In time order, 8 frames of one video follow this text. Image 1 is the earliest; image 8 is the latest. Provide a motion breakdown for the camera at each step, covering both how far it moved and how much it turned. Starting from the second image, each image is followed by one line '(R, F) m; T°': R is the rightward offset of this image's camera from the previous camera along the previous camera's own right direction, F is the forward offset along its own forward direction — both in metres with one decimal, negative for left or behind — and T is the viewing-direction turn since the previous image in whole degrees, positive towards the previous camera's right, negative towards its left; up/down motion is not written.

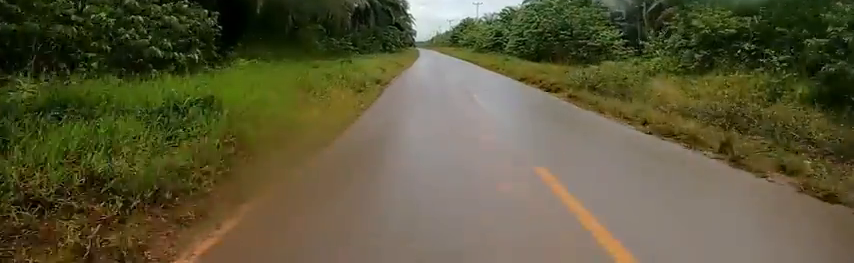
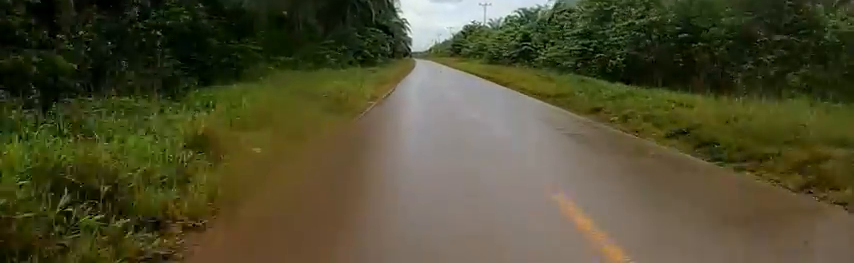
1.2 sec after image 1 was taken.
(+0.4, +16.8) m; +3°
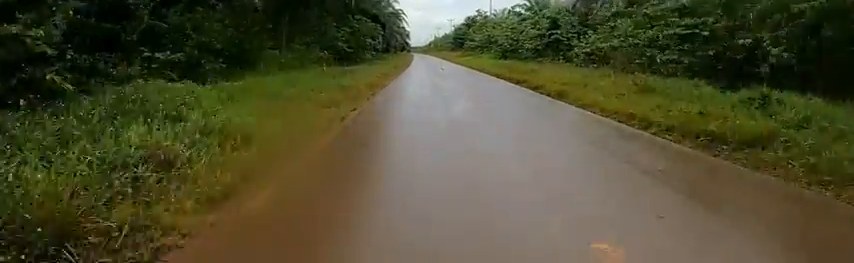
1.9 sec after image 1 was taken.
(+0.1, +9.4) m; 0°
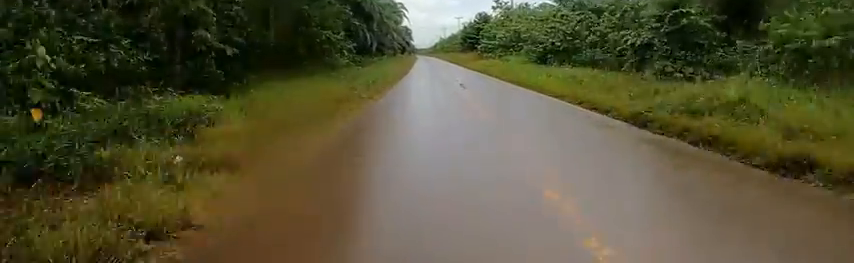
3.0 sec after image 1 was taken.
(-0.1, +14.4) m; -1°
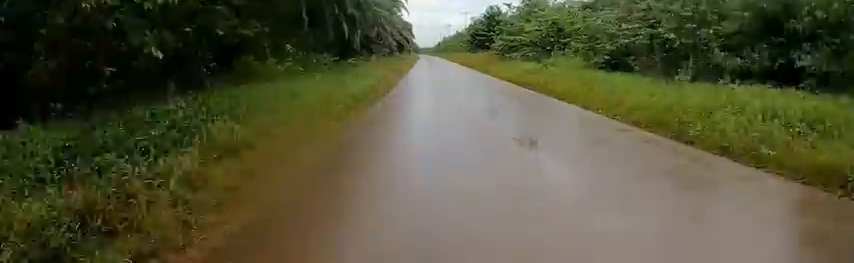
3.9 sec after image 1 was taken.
(0.0, +12.7) m; 0°
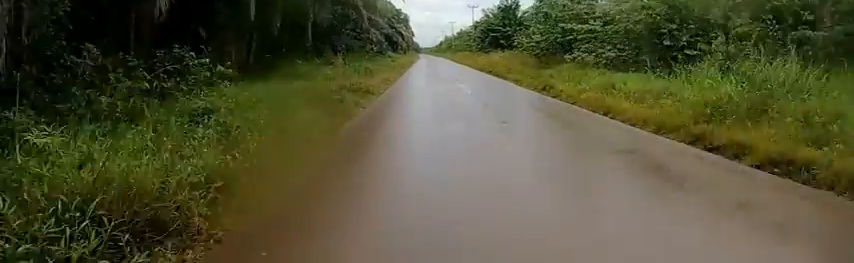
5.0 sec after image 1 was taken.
(0.0, +14.9) m; 0°
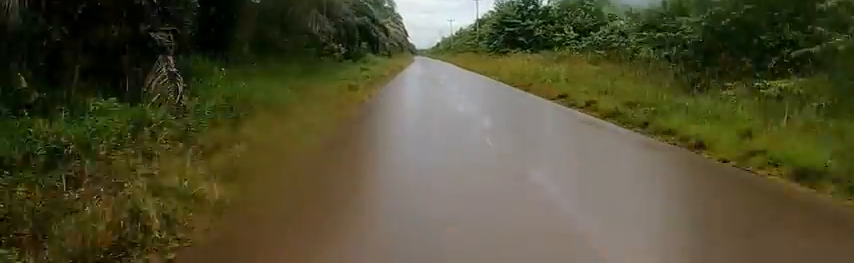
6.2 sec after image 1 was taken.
(0.0, +15.8) m; 0°
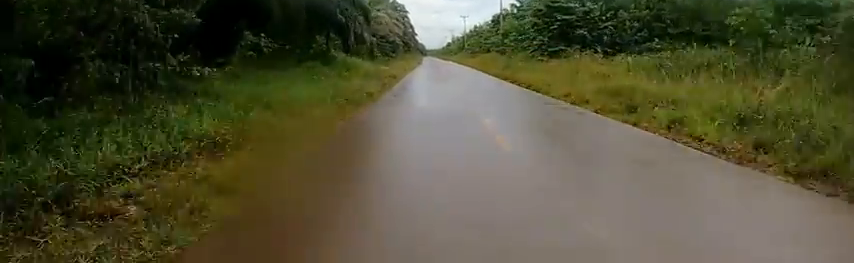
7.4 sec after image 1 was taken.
(0.0, +16.5) m; 0°
